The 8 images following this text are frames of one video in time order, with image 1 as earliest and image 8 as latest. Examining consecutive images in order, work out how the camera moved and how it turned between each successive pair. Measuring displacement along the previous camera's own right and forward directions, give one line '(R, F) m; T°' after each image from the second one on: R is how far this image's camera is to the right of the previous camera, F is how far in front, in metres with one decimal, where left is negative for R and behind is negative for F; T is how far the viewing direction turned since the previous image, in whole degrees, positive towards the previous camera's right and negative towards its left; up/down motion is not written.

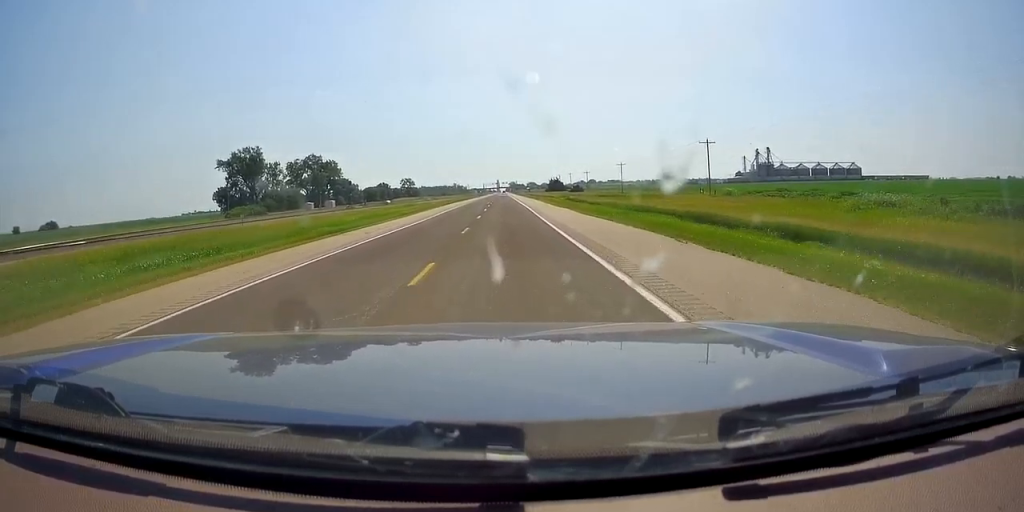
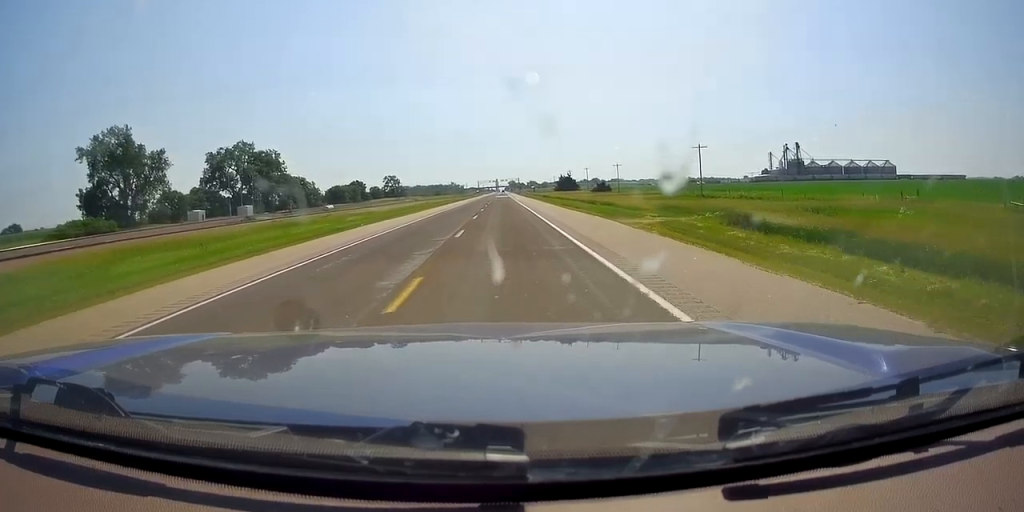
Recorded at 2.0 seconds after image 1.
(+1.1, +63.0) m; +1°
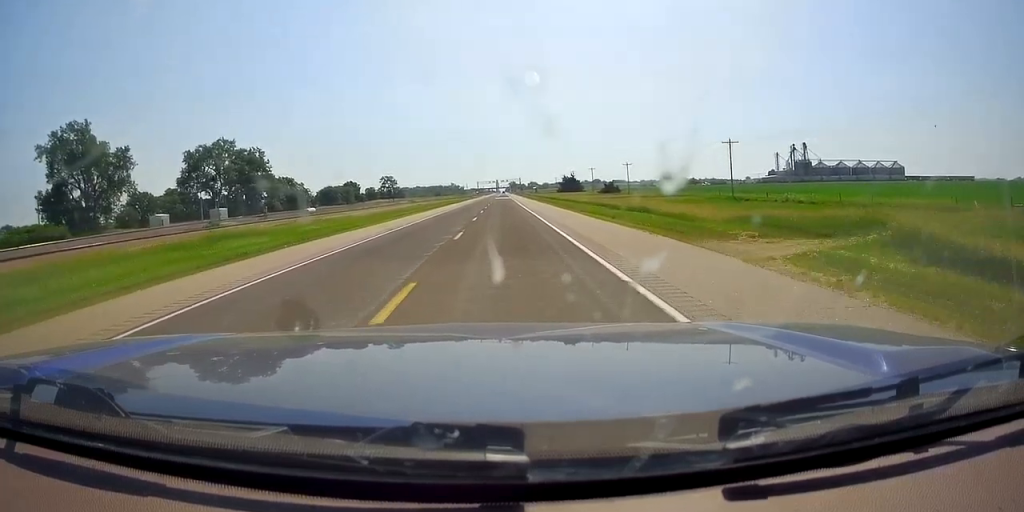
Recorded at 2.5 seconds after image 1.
(0.0, +12.8) m; 0°
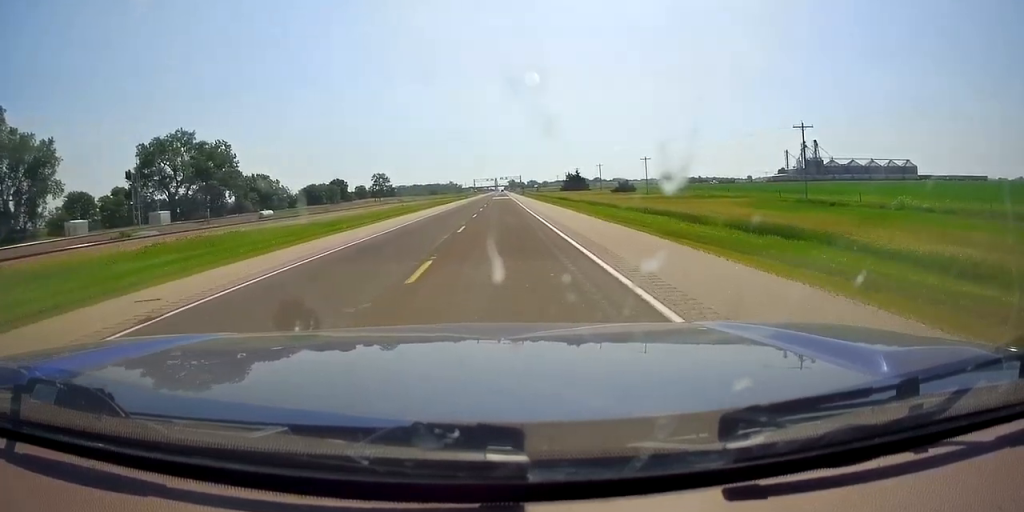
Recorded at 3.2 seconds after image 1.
(0.0, +21.4) m; 0°
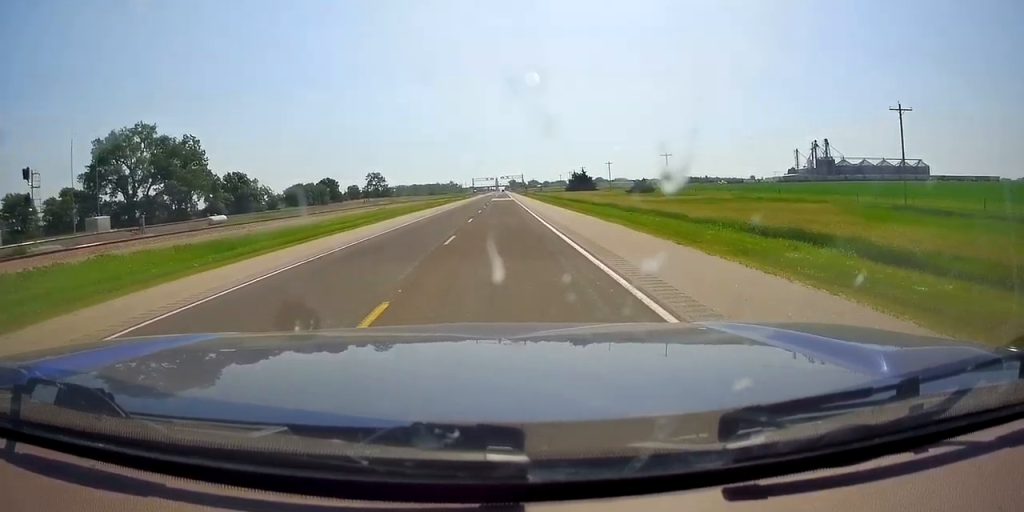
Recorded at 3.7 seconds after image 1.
(0.0, +17.3) m; -1°
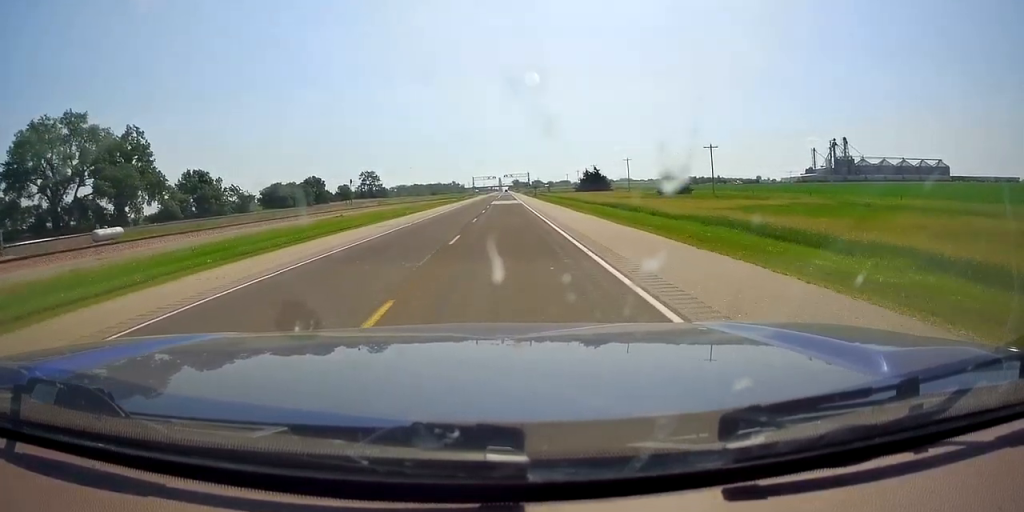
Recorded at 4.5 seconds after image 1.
(-0.3, +24.9) m; 0°
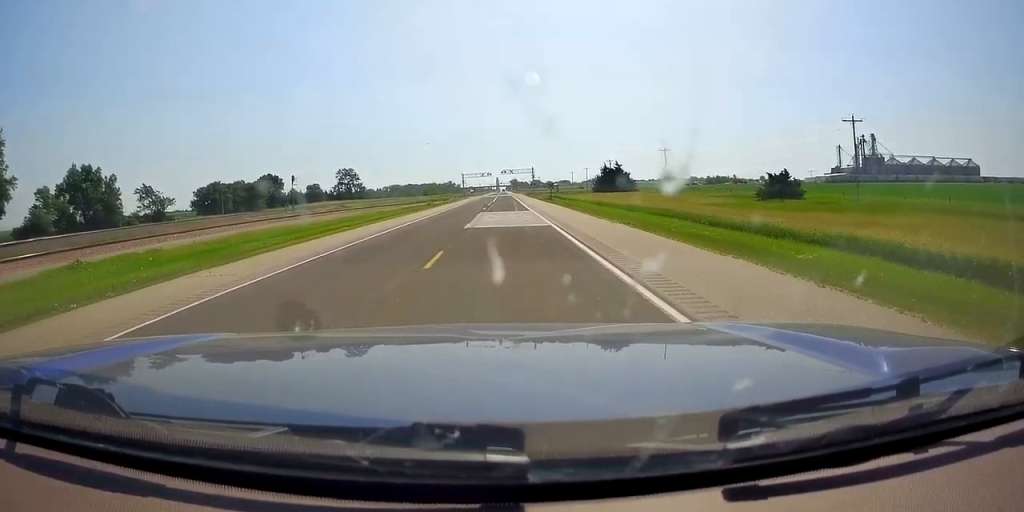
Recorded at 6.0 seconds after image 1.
(+0.2, +43.5) m; +1°
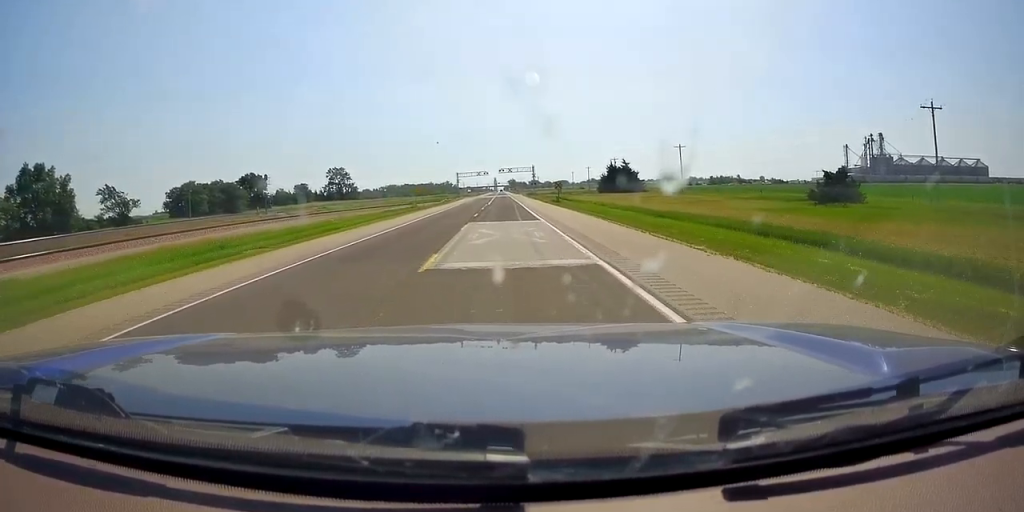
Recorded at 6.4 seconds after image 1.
(0.0, +12.9) m; 0°
